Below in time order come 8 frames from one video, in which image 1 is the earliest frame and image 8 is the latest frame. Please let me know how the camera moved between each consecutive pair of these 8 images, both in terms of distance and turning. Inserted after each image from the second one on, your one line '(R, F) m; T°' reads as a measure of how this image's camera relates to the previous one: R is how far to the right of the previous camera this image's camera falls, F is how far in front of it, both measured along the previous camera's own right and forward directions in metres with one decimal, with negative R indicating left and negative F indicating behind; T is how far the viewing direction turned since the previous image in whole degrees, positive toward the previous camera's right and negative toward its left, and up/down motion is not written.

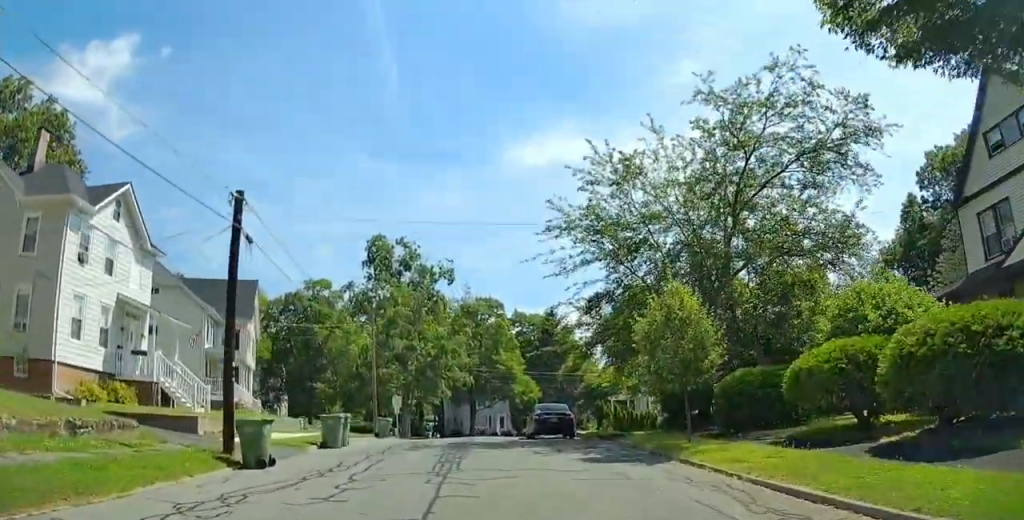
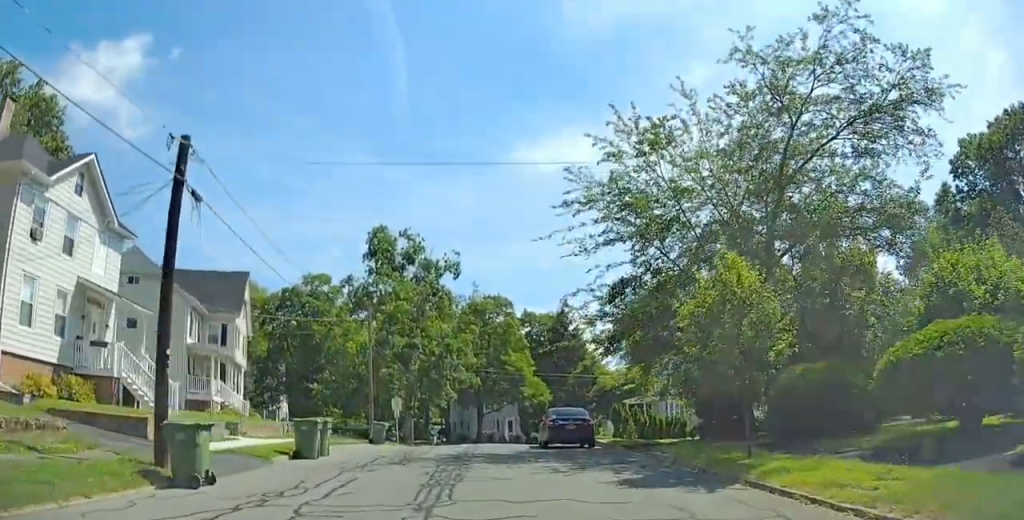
(0.0, +3.7) m; 0°
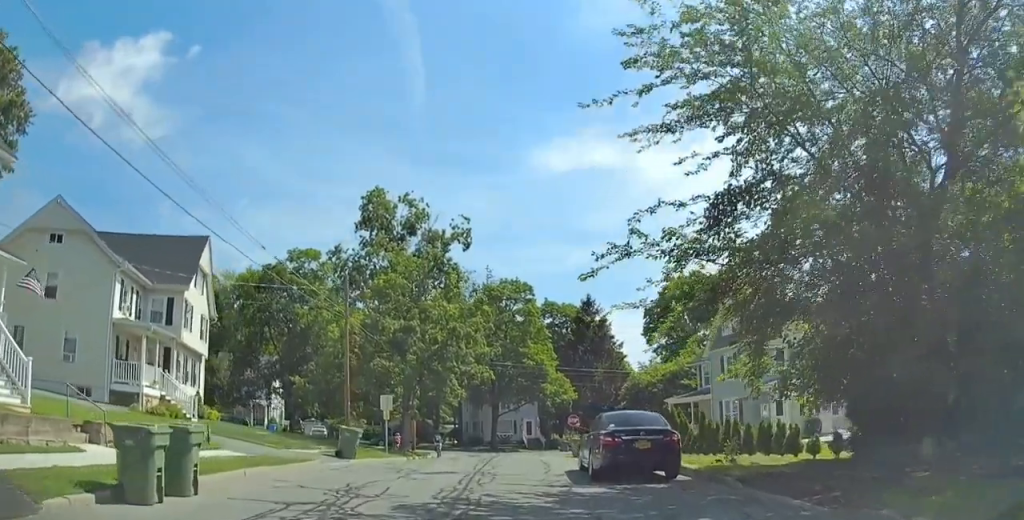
(-0.1, +9.2) m; -1°
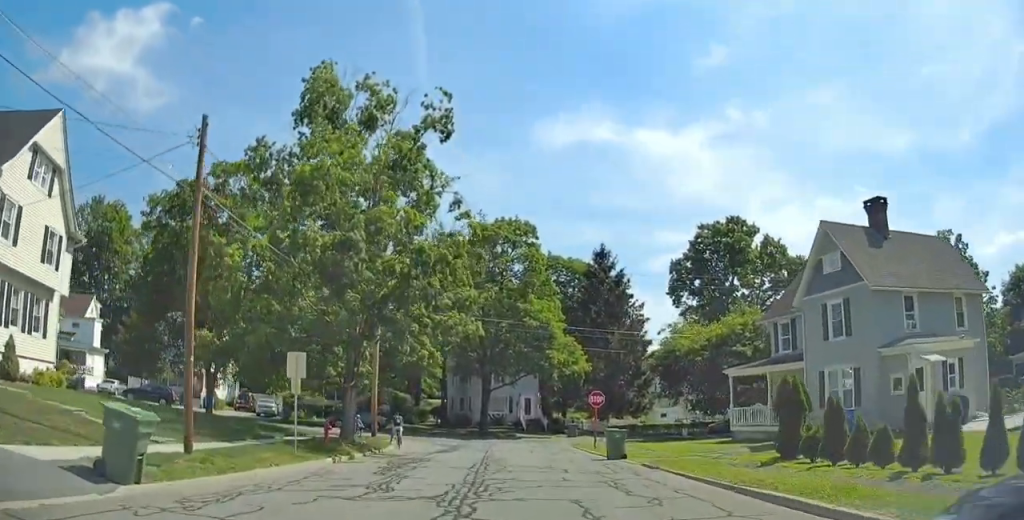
(0.0, +14.9) m; +2°
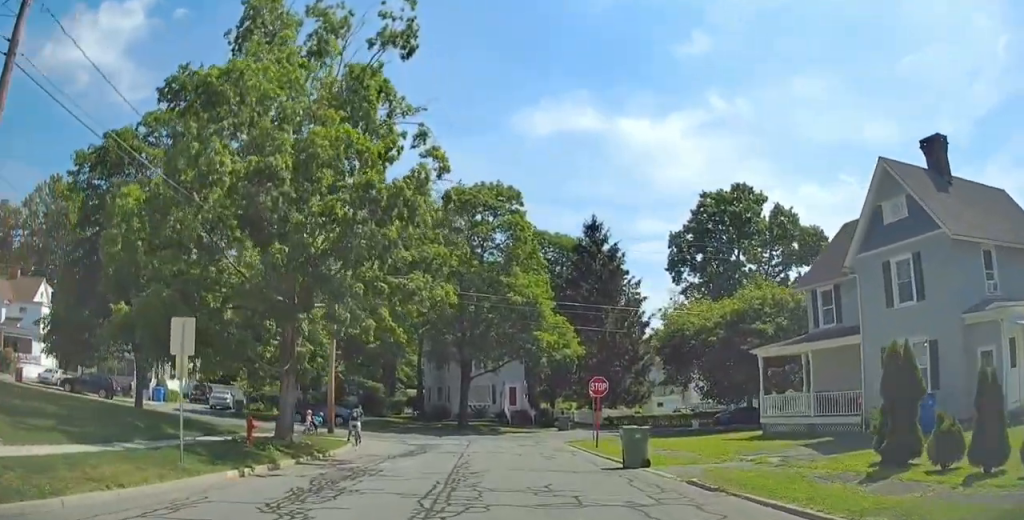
(+0.2, +6.2) m; +2°
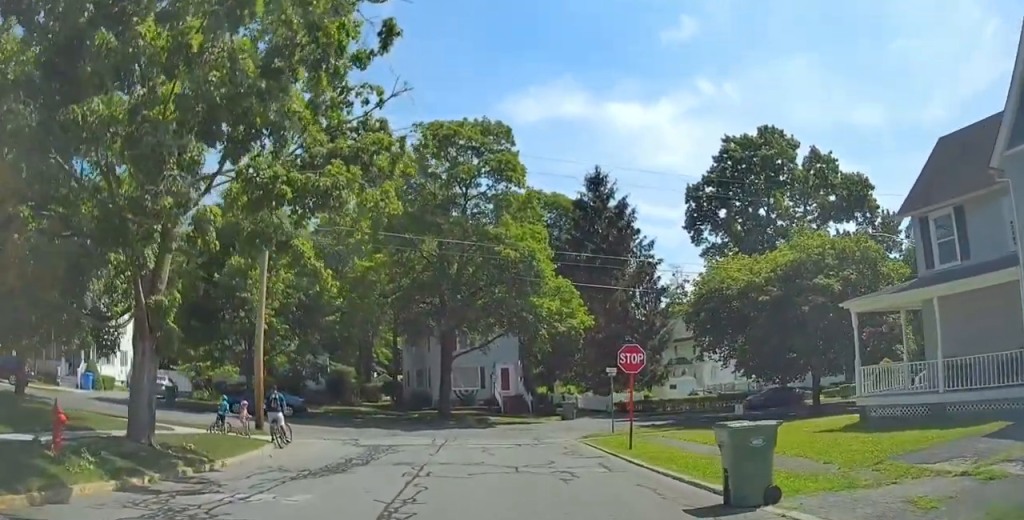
(+0.2, +8.4) m; +1°
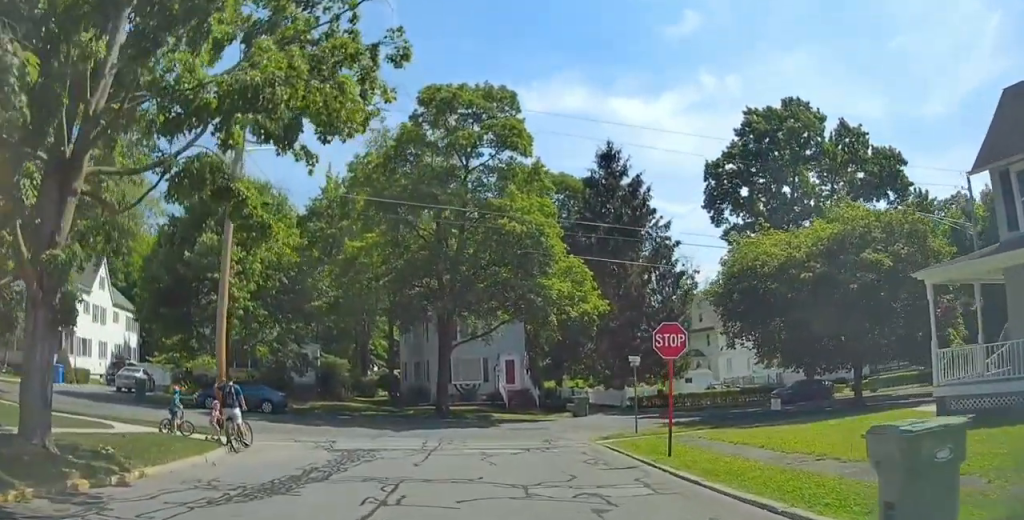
(0.0, +3.2) m; 0°
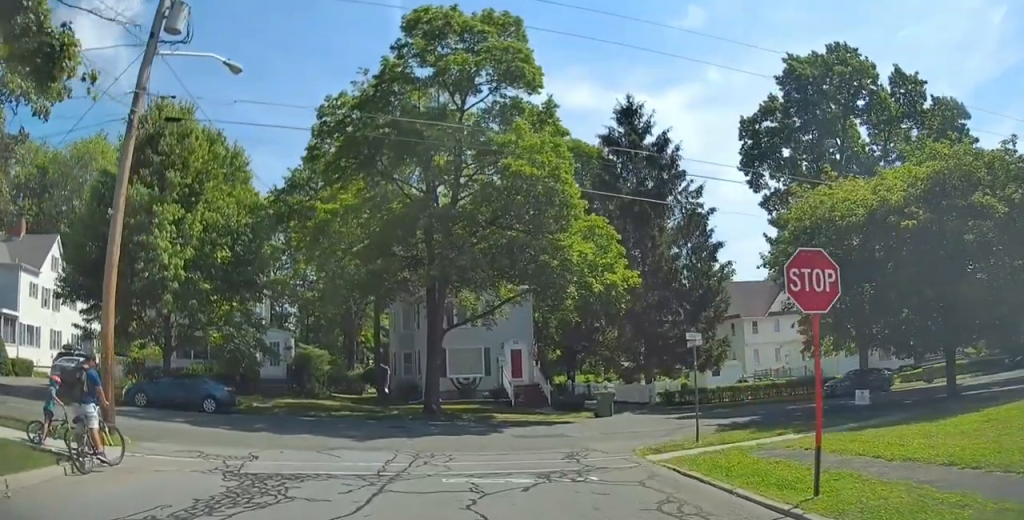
(0.0, +5.5) m; +1°
